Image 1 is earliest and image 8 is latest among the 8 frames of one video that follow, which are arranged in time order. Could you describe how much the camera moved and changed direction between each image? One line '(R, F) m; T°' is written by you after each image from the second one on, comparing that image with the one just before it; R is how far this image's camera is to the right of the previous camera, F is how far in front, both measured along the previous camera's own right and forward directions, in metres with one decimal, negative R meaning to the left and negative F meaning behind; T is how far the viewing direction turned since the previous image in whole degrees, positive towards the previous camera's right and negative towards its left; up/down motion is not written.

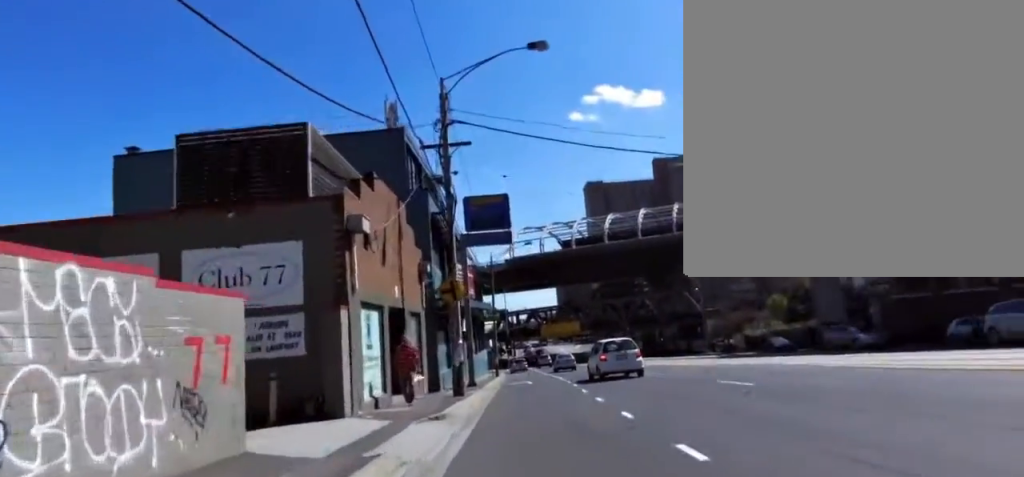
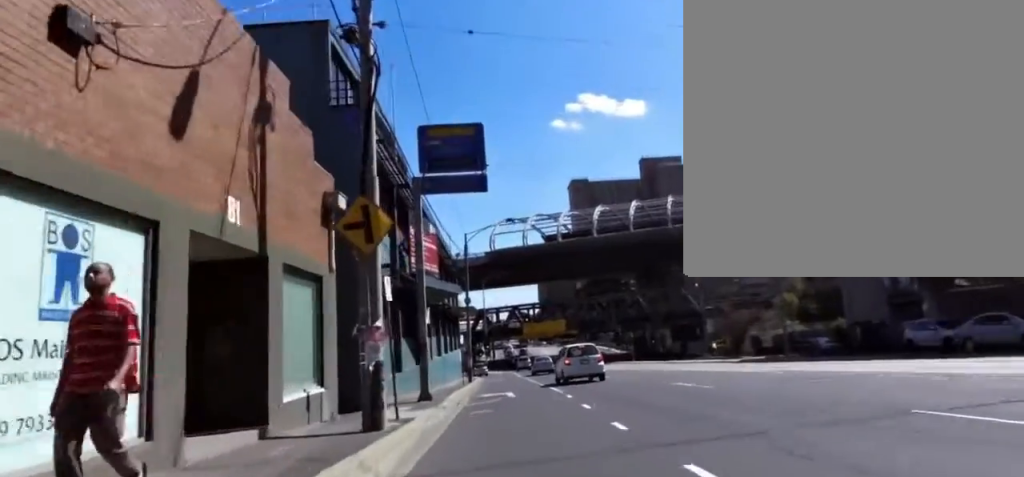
(-1.0, +9.0) m; 0°
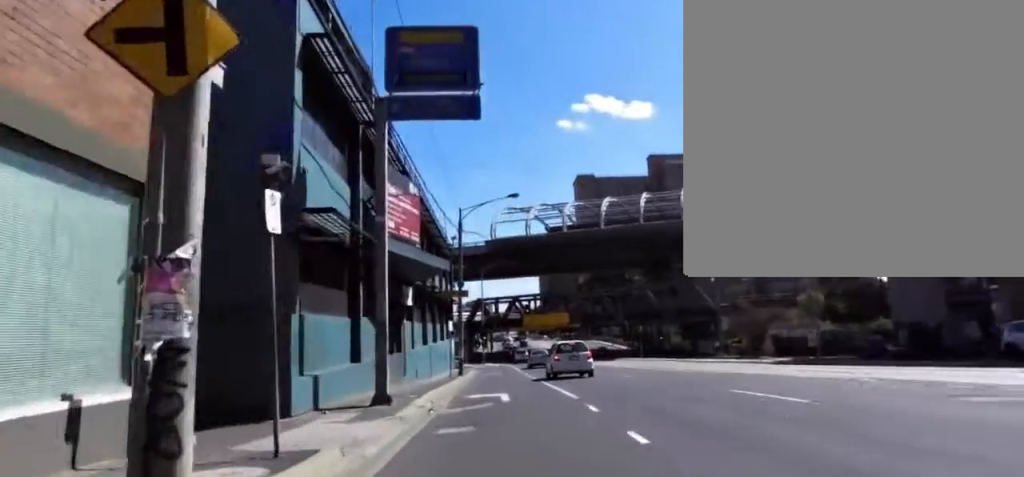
(+0.3, +5.8) m; 0°
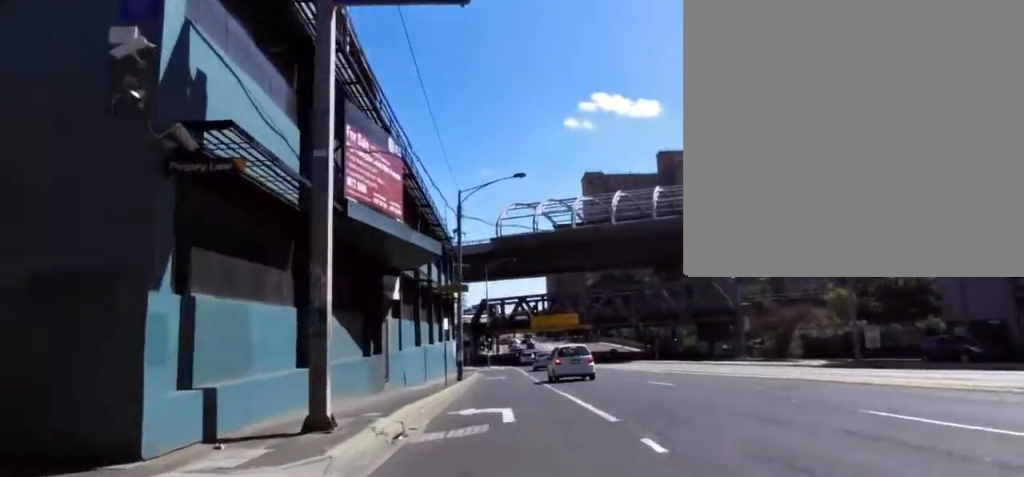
(+0.6, +4.5) m; 0°
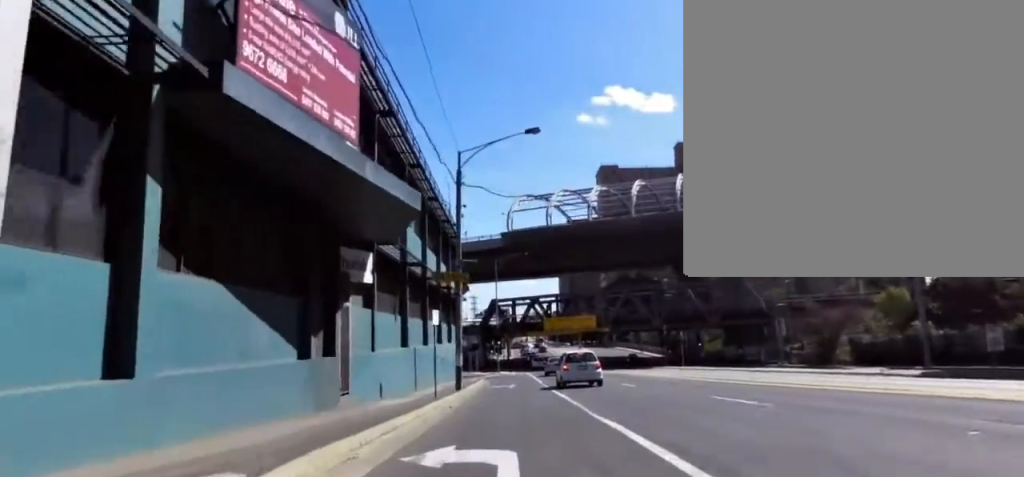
(-0.3, +6.0) m; 0°
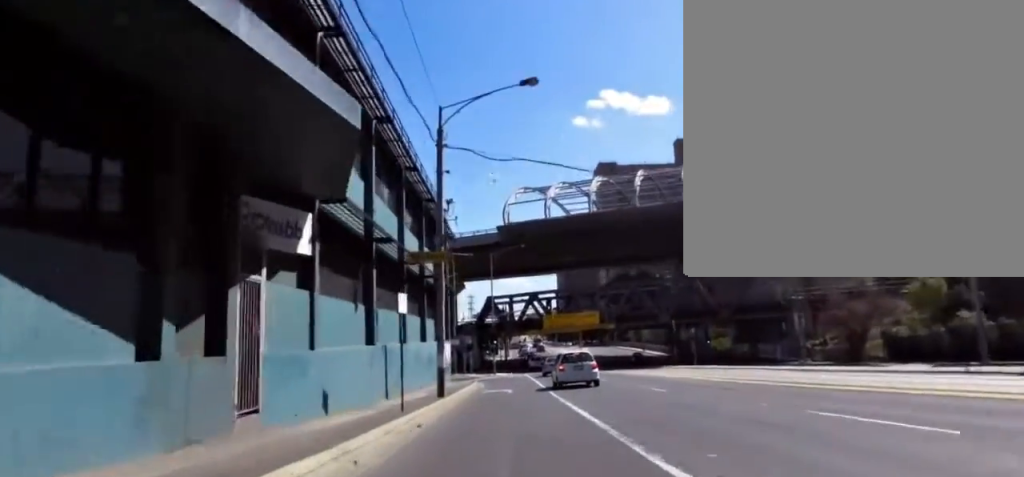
(-0.6, +4.9) m; -1°
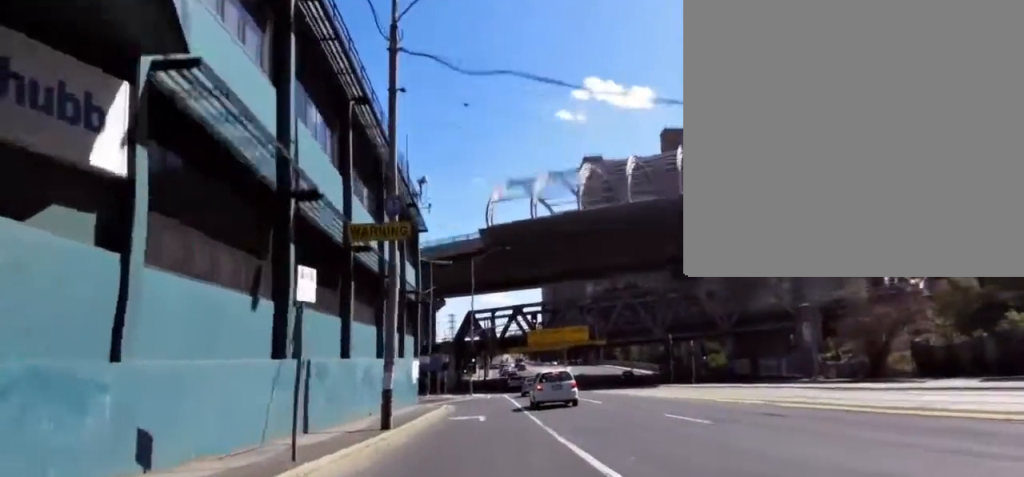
(+0.2, +5.8) m; 0°
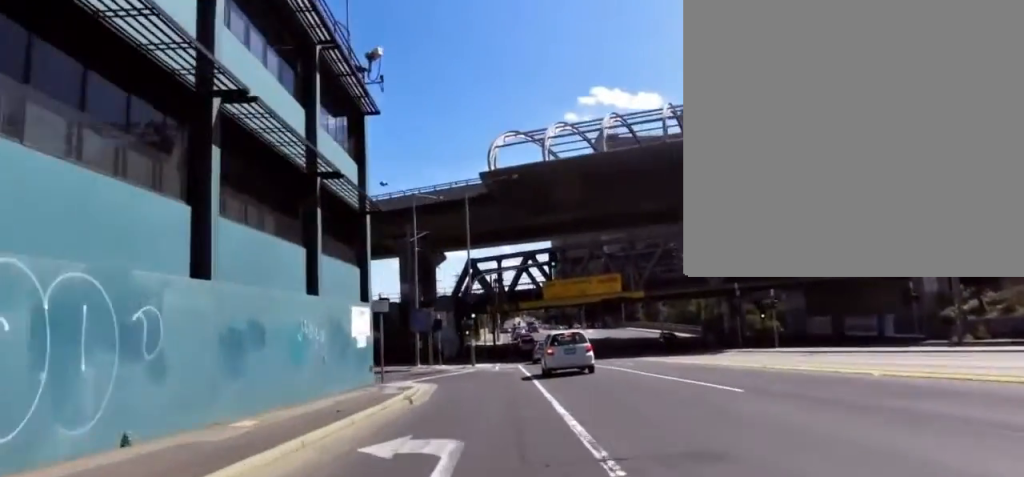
(-0.1, +14.5) m; 0°
